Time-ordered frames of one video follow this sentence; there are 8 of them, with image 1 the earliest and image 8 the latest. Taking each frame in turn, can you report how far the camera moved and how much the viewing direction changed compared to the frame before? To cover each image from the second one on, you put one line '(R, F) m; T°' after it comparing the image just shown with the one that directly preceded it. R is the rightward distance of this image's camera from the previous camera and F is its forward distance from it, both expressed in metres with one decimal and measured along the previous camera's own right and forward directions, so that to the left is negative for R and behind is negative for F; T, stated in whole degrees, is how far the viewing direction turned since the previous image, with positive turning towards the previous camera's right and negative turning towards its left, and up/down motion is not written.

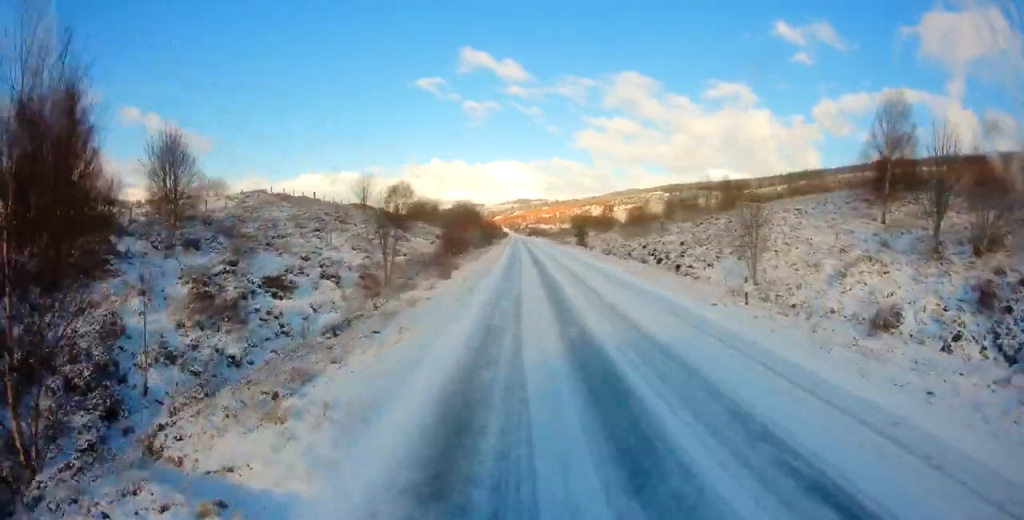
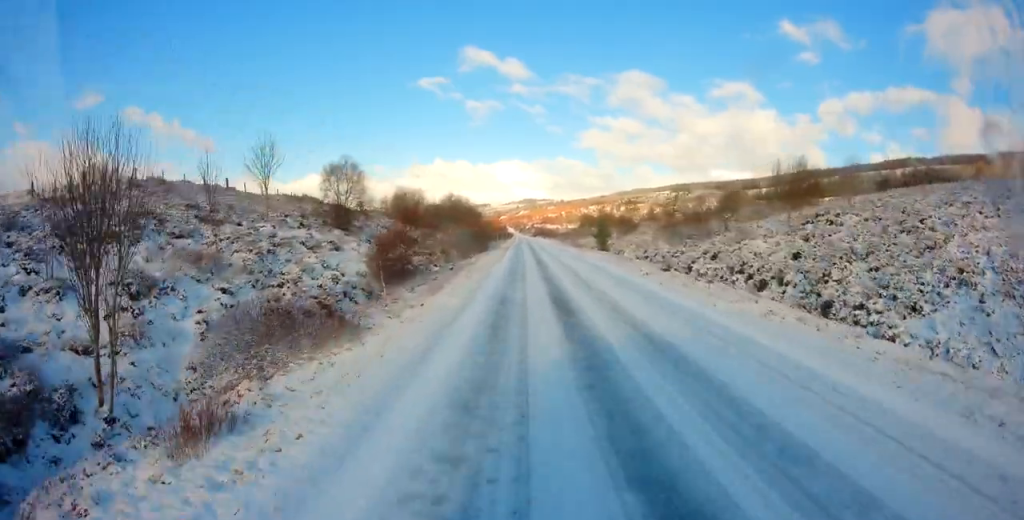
(+0.2, +18.2) m; 0°
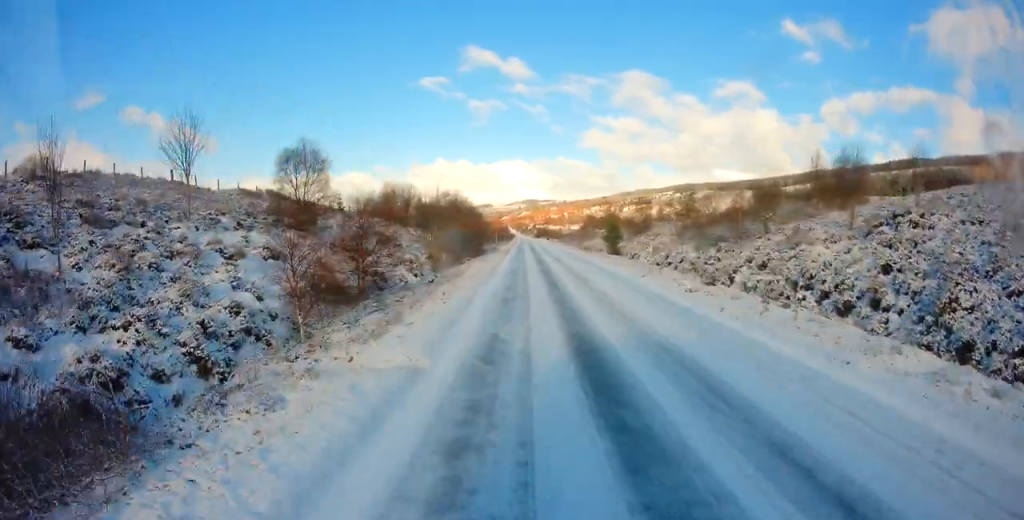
(-0.2, +7.0) m; 0°
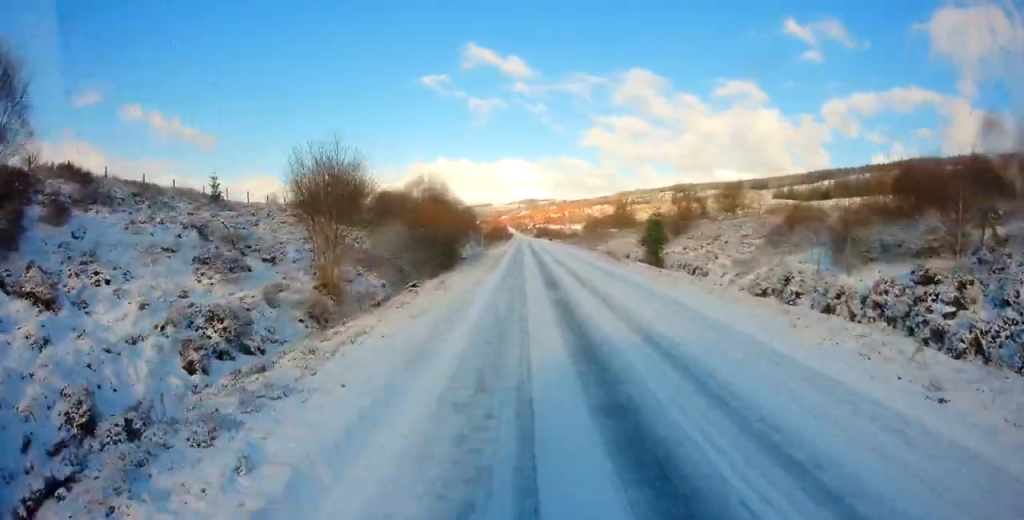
(+0.3, +19.6) m; 0°
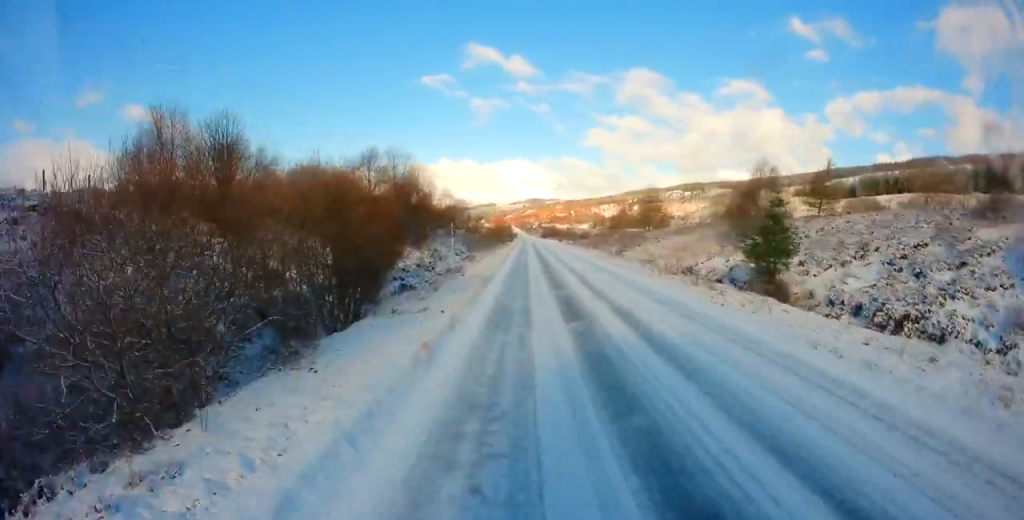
(-0.5, +20.3) m; -2°
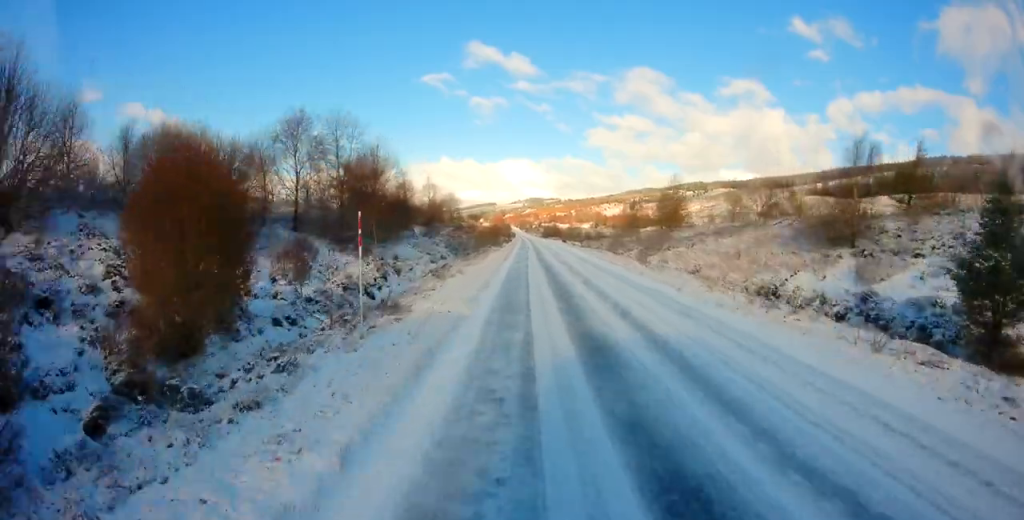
(0.0, +12.6) m; 0°
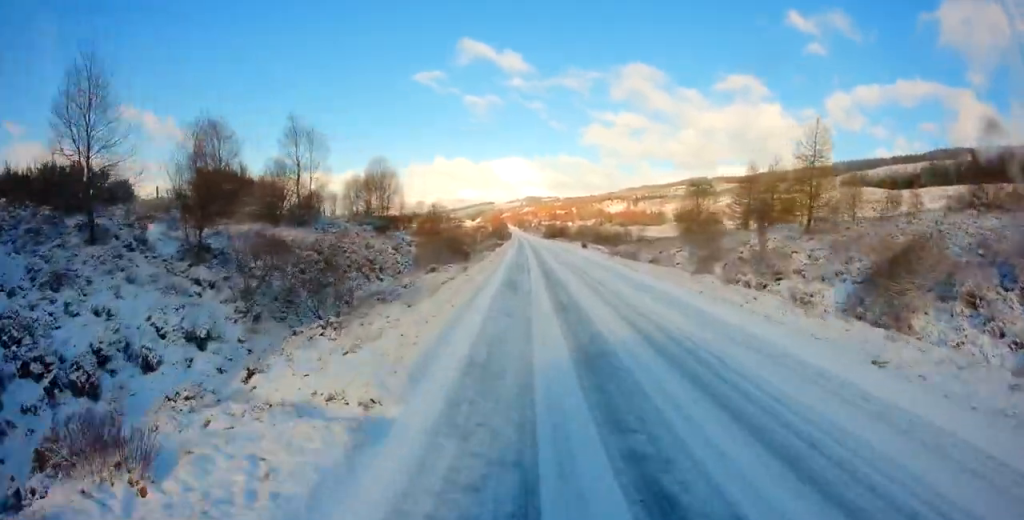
(+0.9, +36.3) m; +2°
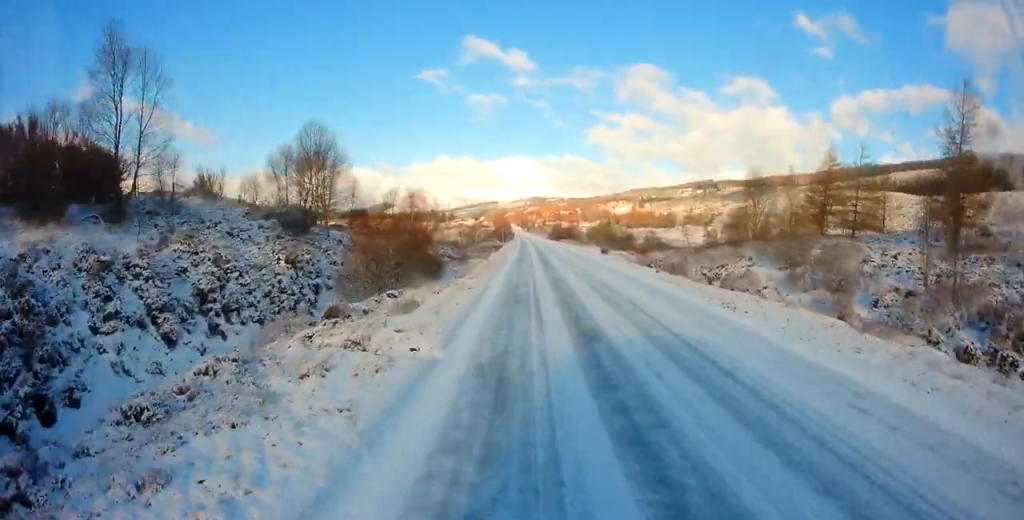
(-0.2, +14.0) m; -1°
